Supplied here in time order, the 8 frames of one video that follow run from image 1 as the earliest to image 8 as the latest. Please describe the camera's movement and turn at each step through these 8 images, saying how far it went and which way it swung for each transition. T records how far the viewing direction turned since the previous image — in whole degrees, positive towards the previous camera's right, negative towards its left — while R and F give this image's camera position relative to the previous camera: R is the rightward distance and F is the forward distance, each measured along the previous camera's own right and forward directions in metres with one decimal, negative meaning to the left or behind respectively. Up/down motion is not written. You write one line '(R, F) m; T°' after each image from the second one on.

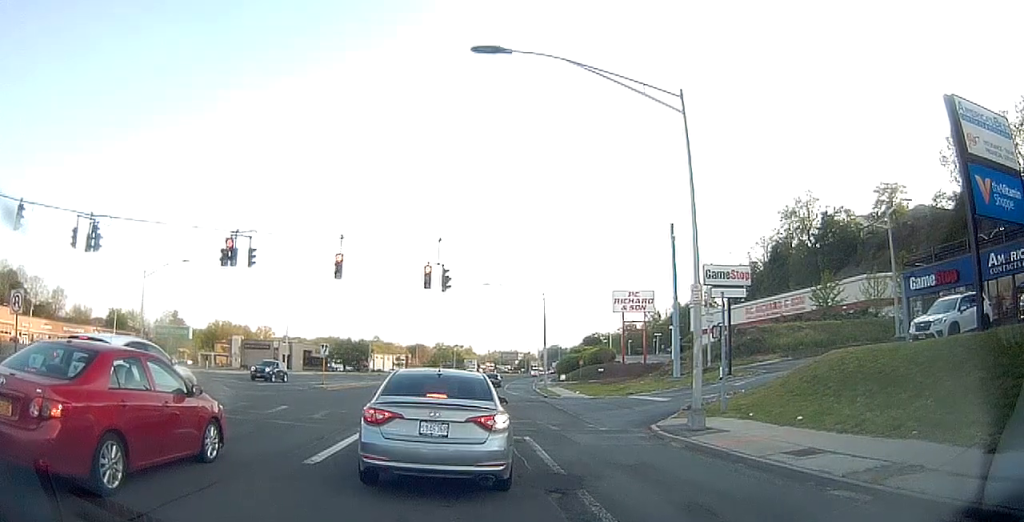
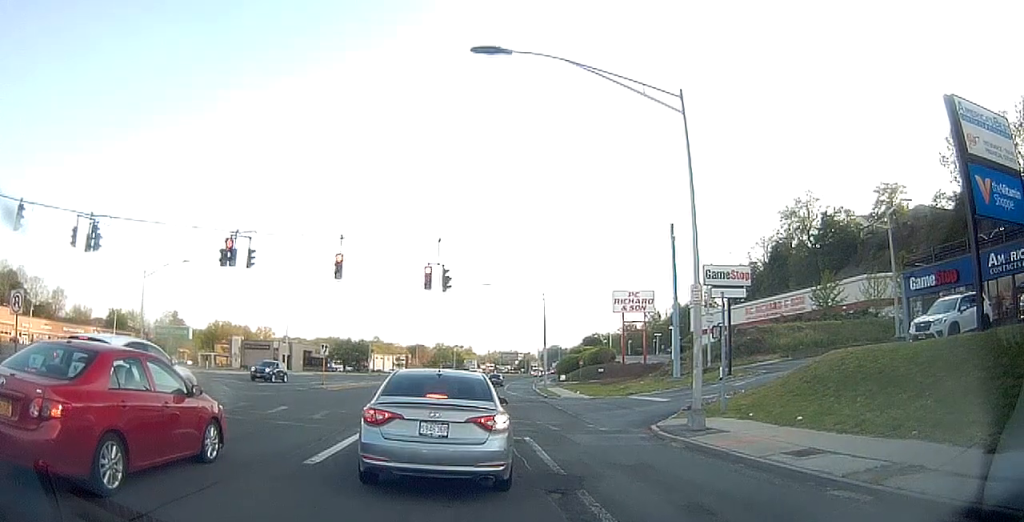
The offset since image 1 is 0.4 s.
(0.0, 0.0) m; 0°
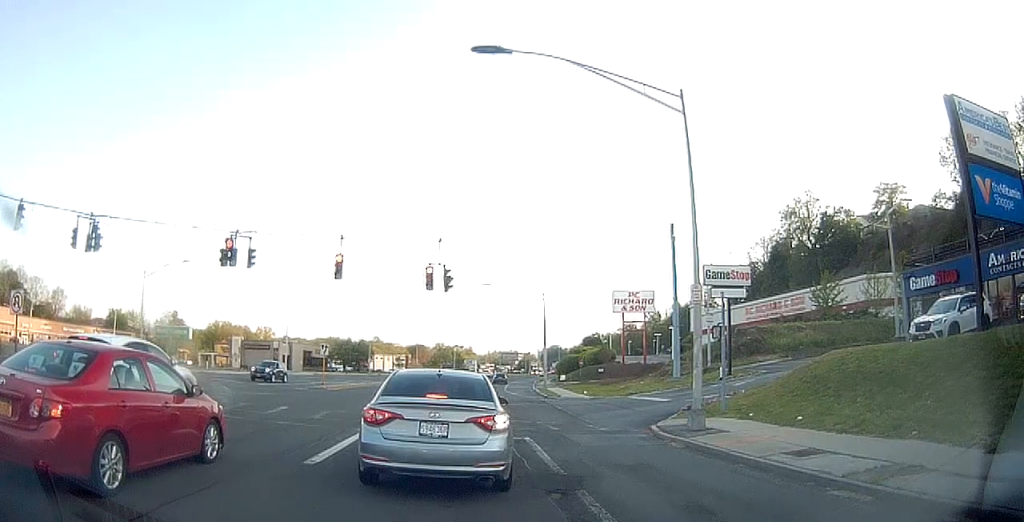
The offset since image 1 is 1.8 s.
(0.0, 0.0) m; 0°
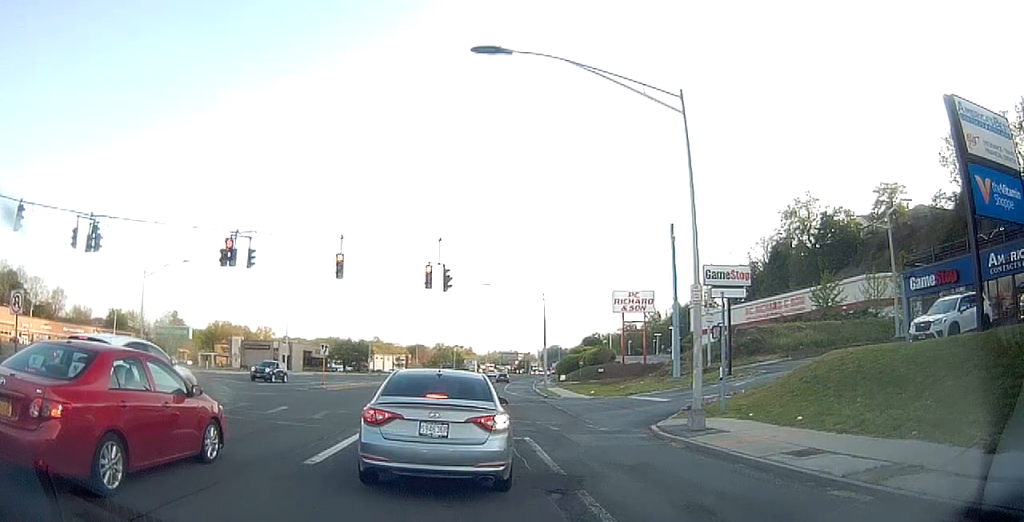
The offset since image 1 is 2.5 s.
(0.0, 0.0) m; 0°
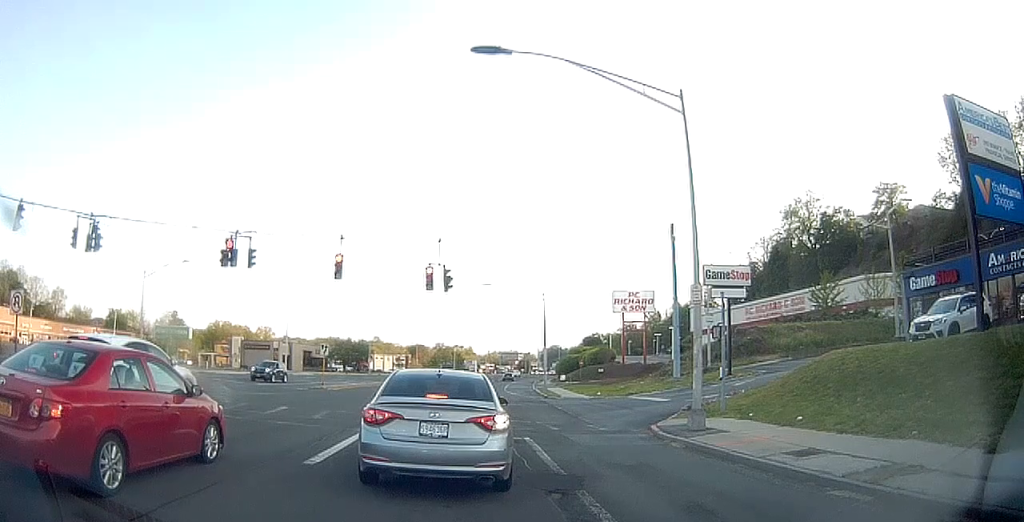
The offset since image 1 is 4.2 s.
(0.0, 0.0) m; 0°
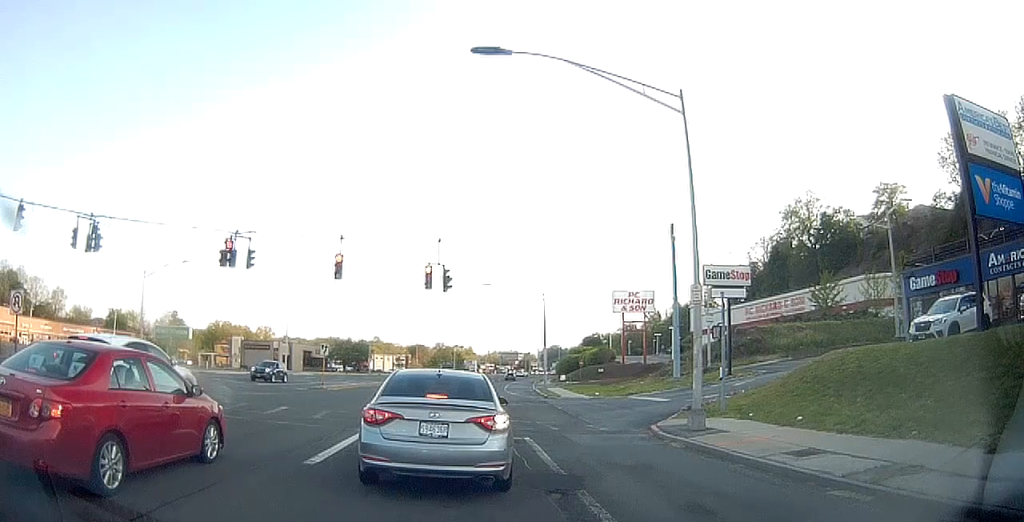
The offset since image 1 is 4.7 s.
(0.0, 0.0) m; 0°
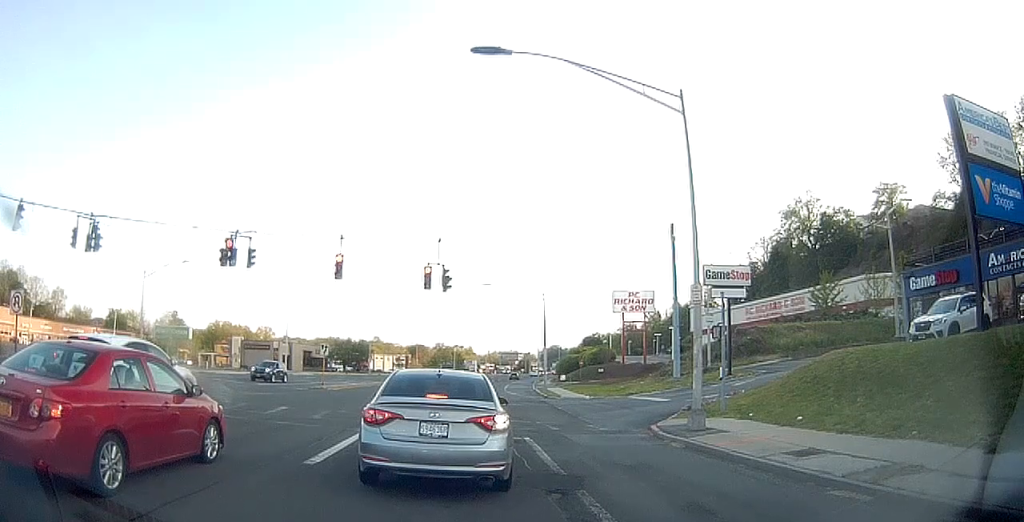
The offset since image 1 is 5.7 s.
(0.0, 0.0) m; 0°
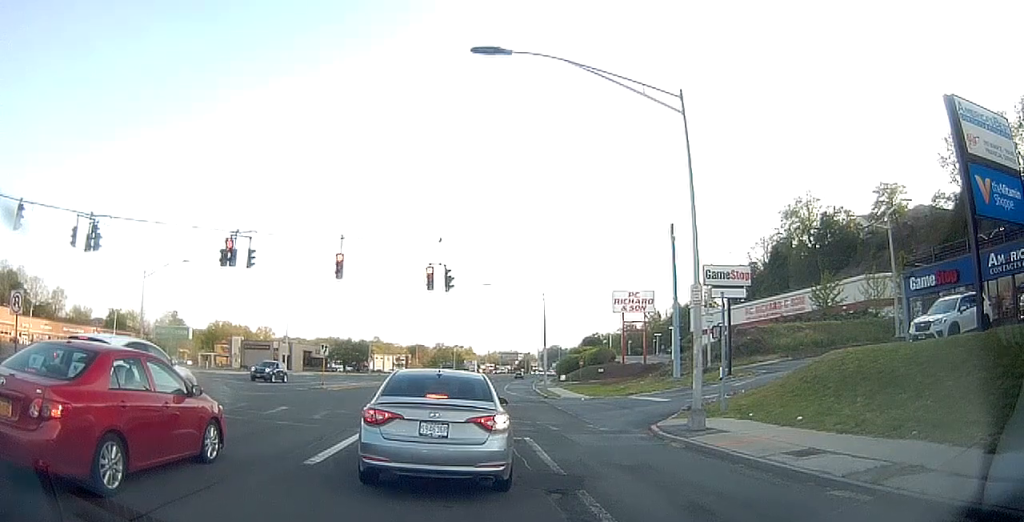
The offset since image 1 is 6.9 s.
(0.0, 0.0) m; 0°
